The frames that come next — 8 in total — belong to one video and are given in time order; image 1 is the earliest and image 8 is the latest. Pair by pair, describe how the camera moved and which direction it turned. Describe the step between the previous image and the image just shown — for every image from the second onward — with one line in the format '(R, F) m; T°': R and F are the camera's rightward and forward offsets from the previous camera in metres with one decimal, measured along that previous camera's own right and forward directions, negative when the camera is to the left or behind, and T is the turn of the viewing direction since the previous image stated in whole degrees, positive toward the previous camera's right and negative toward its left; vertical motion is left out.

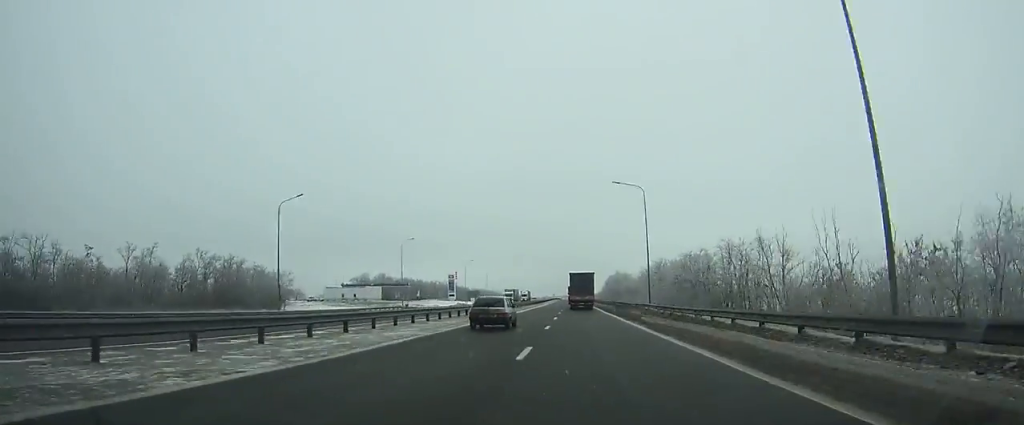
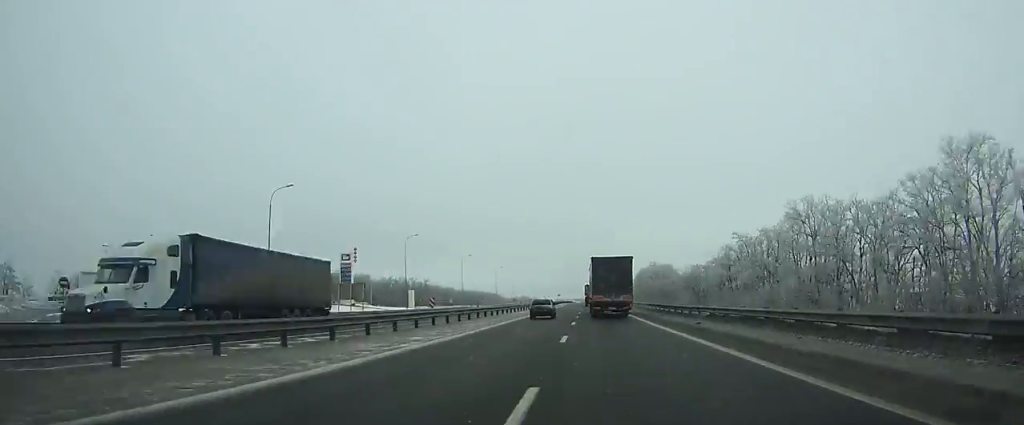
(-0.7, +103.1) m; -1°
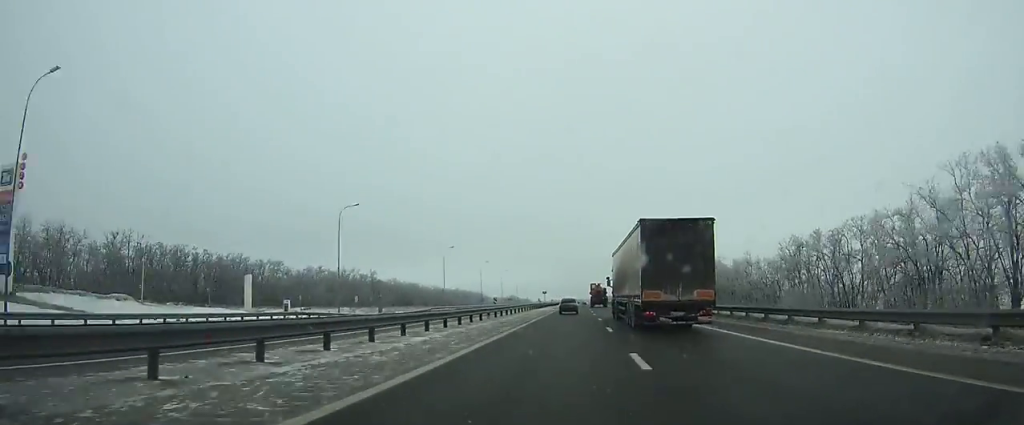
(-0.2, +67.3) m; 0°
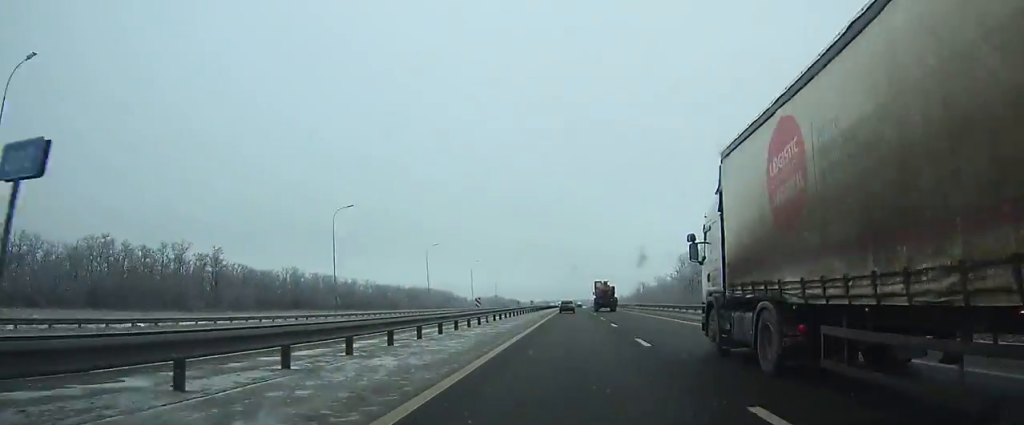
(+0.2, +90.3) m; 0°
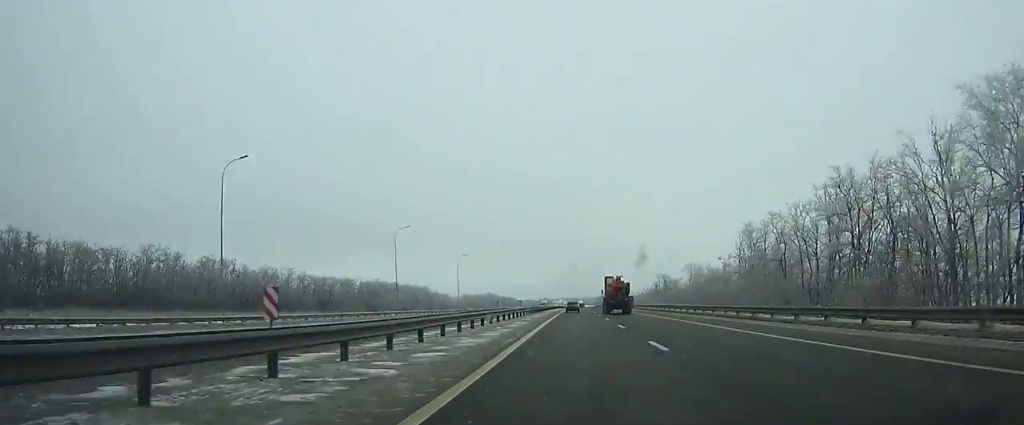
(+0.2, +61.3) m; 0°
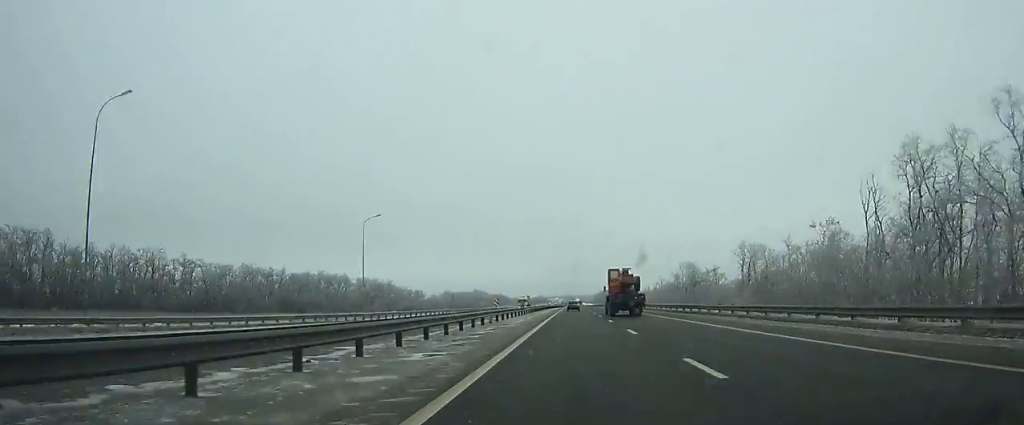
(+0.1, +53.5) m; 0°
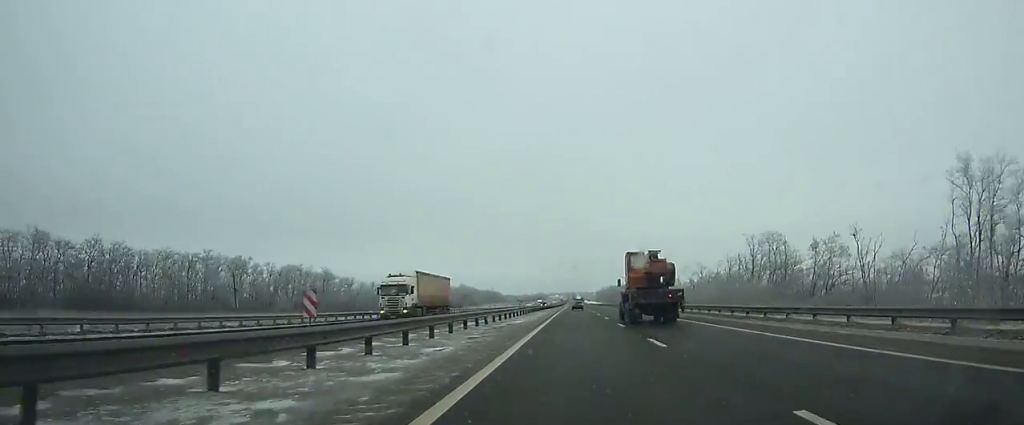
(0.0, +65.7) m; 0°
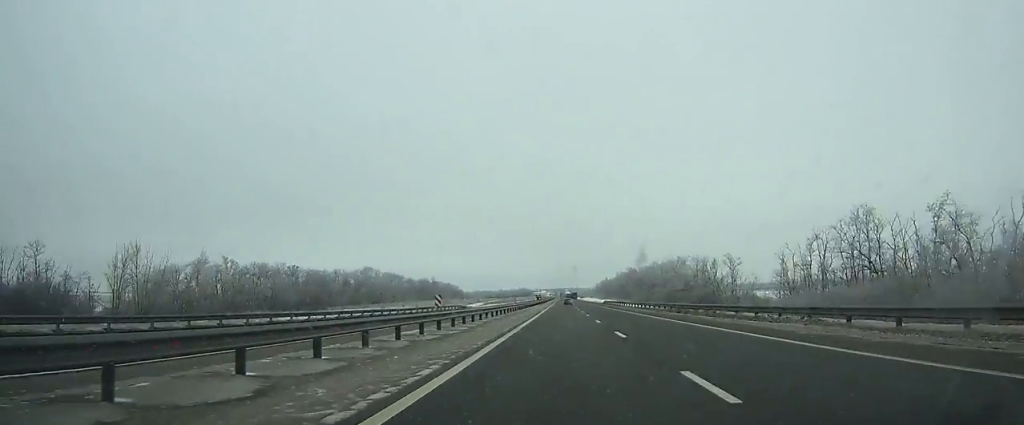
(+1.2, +186.3) m; +1°
